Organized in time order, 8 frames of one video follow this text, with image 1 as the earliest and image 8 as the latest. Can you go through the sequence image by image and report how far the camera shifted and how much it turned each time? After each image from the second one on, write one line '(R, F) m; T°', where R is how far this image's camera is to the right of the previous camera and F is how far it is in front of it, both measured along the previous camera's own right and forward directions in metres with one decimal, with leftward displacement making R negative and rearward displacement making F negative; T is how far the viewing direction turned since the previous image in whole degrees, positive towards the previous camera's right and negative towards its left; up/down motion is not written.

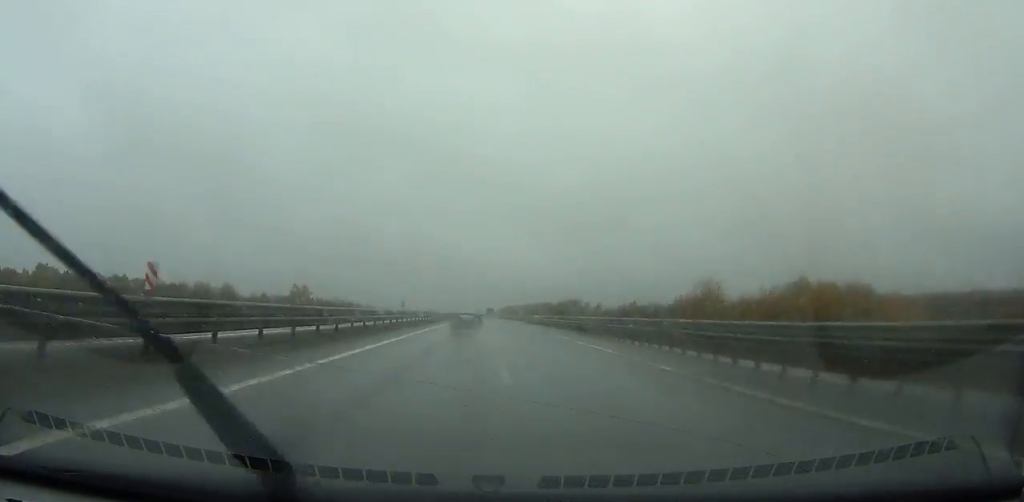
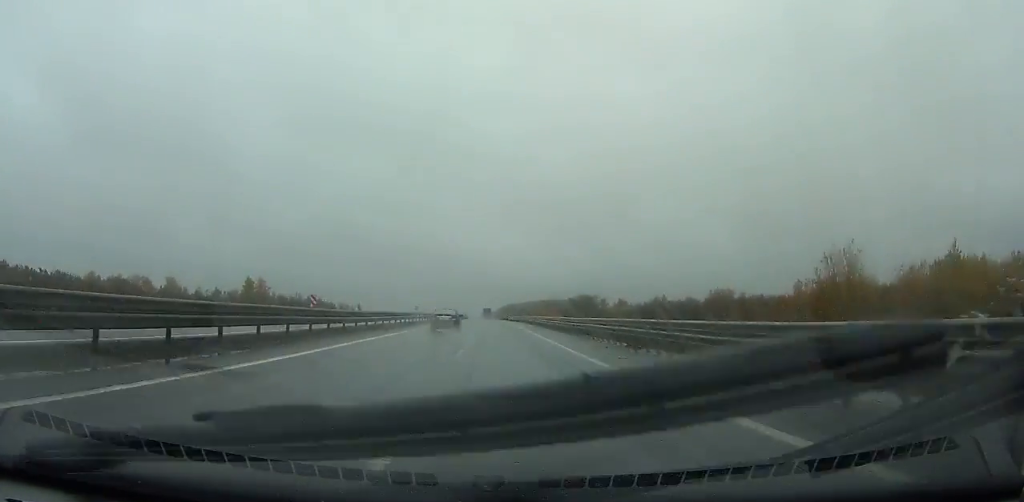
(+0.4, +54.0) m; 0°
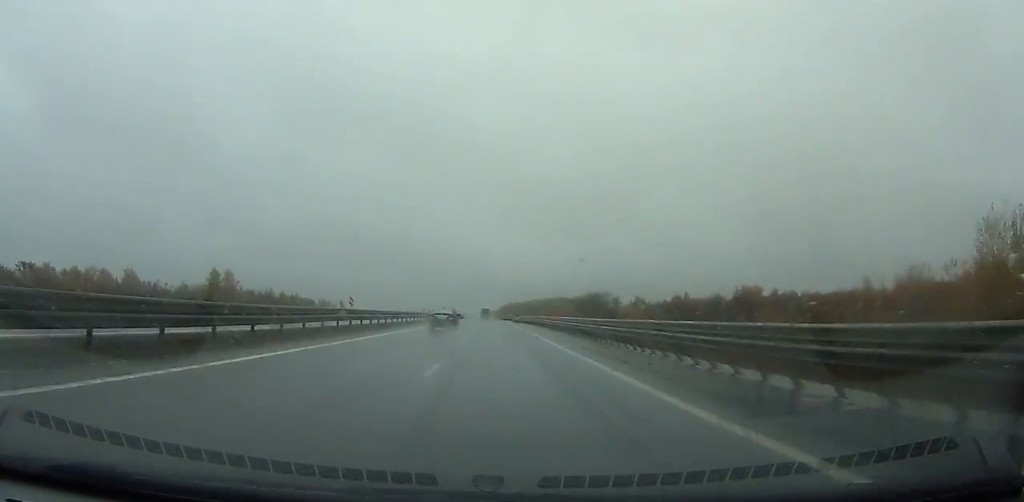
(+0.1, +30.5) m; 0°
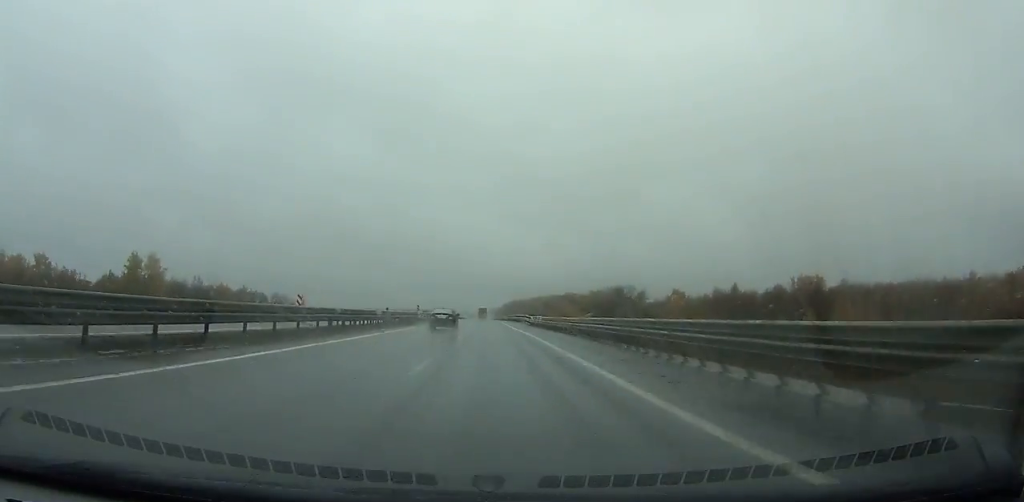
(-0.2, +47.6) m; -1°
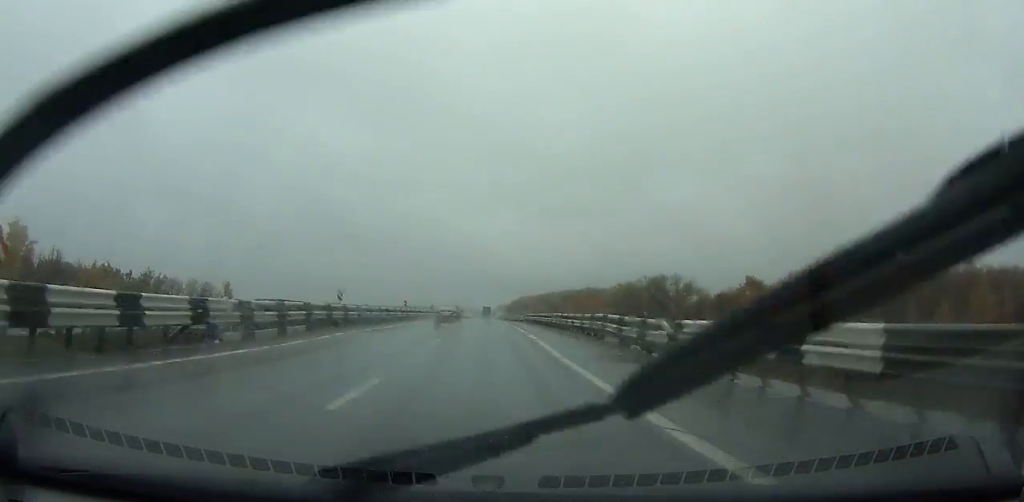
(-0.3, +52.2) m; -1°
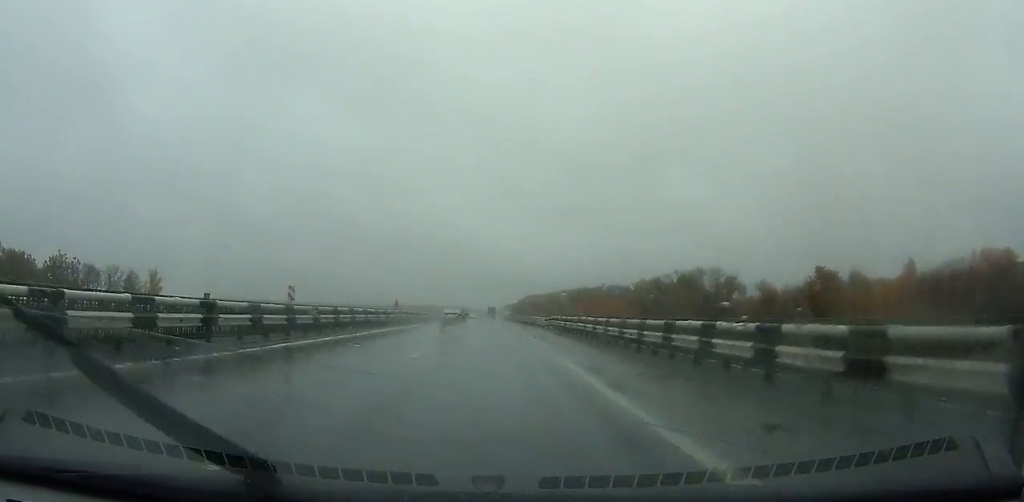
(0.0, +29.7) m; 0°
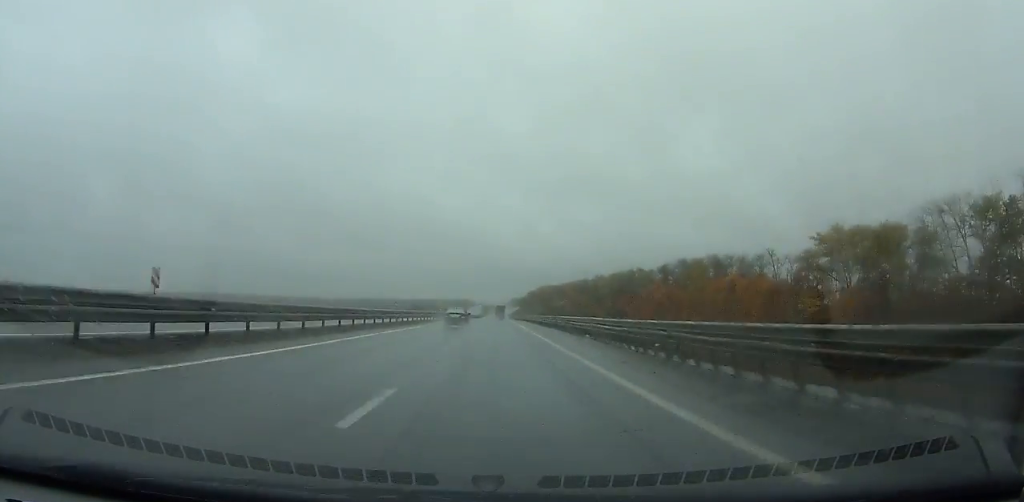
(-1.0, +127.1) m; 0°
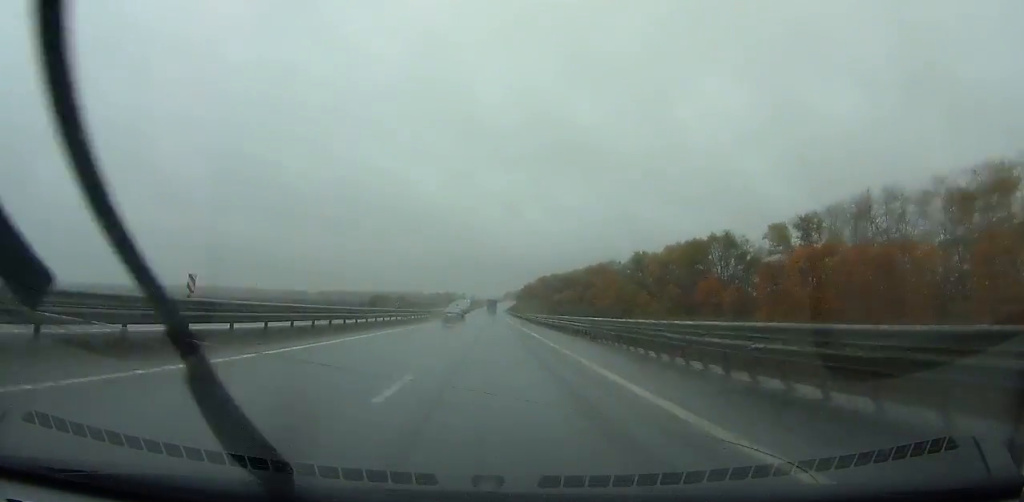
(+0.4, +106.4) m; 0°
